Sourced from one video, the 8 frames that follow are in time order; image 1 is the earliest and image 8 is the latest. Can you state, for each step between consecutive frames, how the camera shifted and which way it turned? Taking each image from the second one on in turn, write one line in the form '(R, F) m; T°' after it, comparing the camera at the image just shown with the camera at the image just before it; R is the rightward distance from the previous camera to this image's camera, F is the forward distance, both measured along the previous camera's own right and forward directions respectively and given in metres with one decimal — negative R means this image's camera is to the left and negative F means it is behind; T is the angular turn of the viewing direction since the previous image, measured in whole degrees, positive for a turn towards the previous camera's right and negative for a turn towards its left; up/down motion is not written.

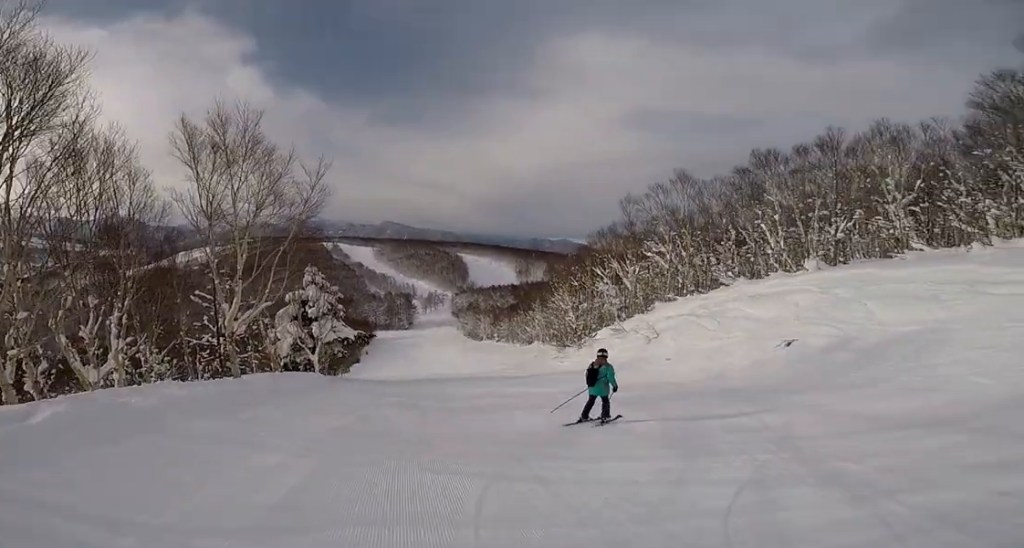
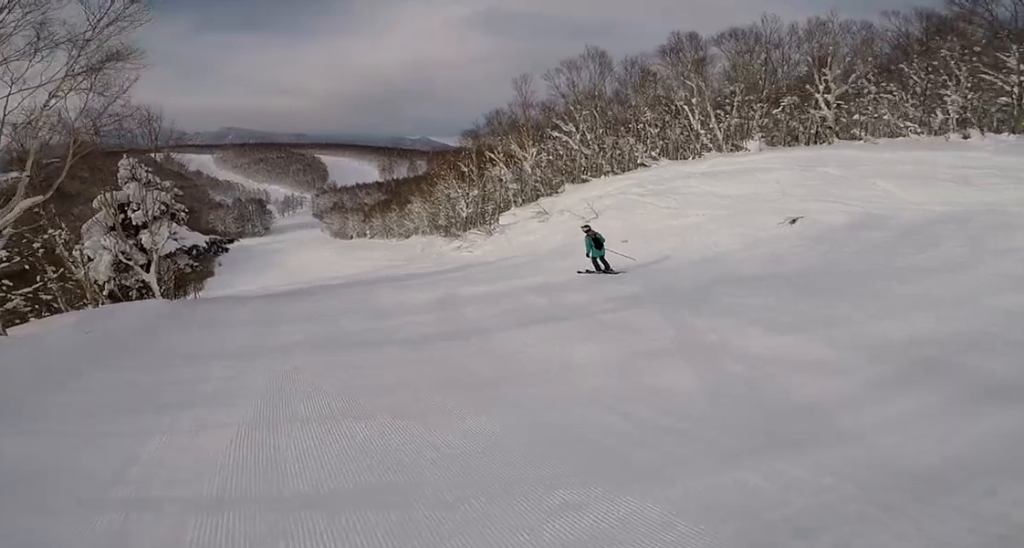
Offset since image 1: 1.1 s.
(+1.7, +4.9) m; +31°
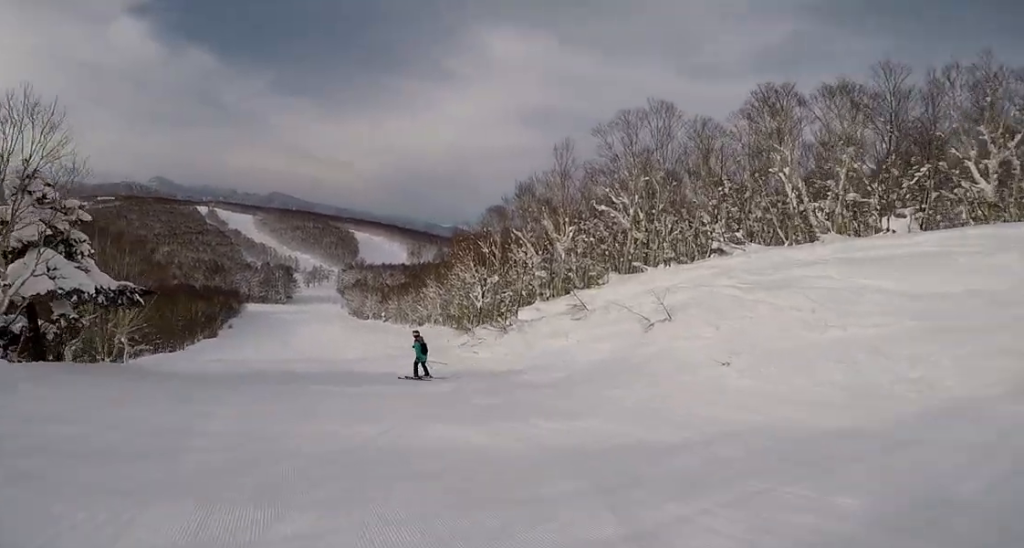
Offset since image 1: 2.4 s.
(+1.2, +6.8) m; +10°
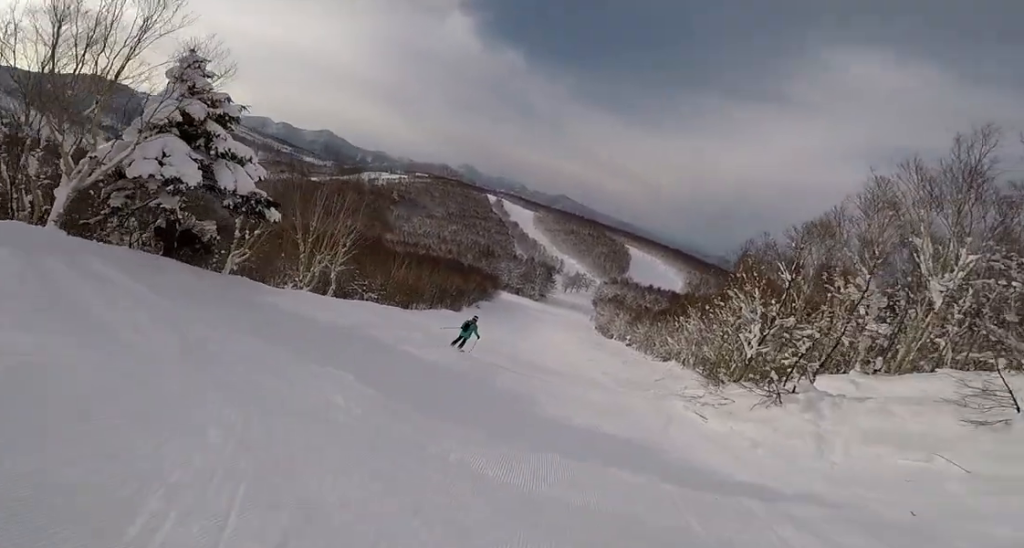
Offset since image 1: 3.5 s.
(-0.1, +7.1) m; -18°
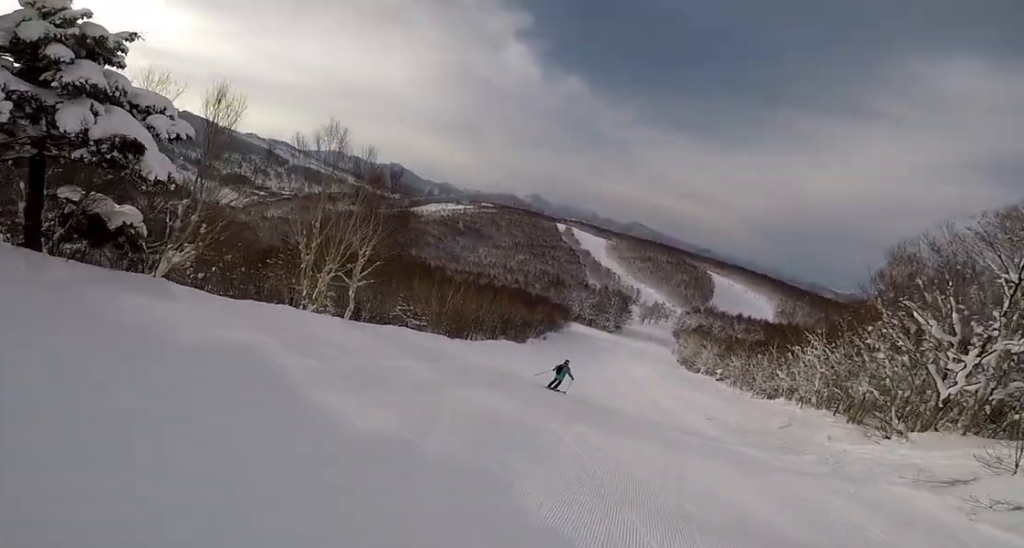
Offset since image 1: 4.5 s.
(-1.7, +5.9) m; -22°
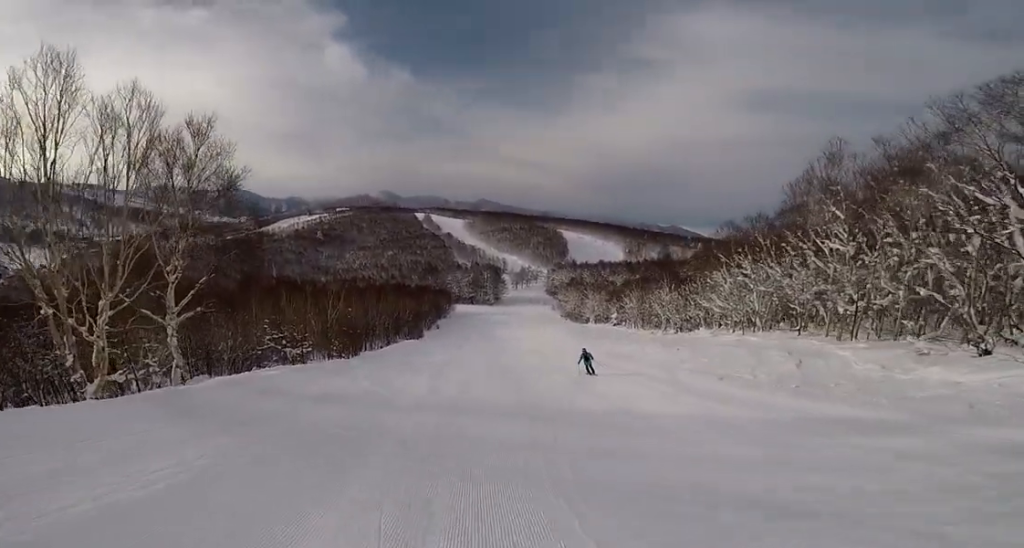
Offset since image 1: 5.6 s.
(-0.9, +8.7) m; +5°
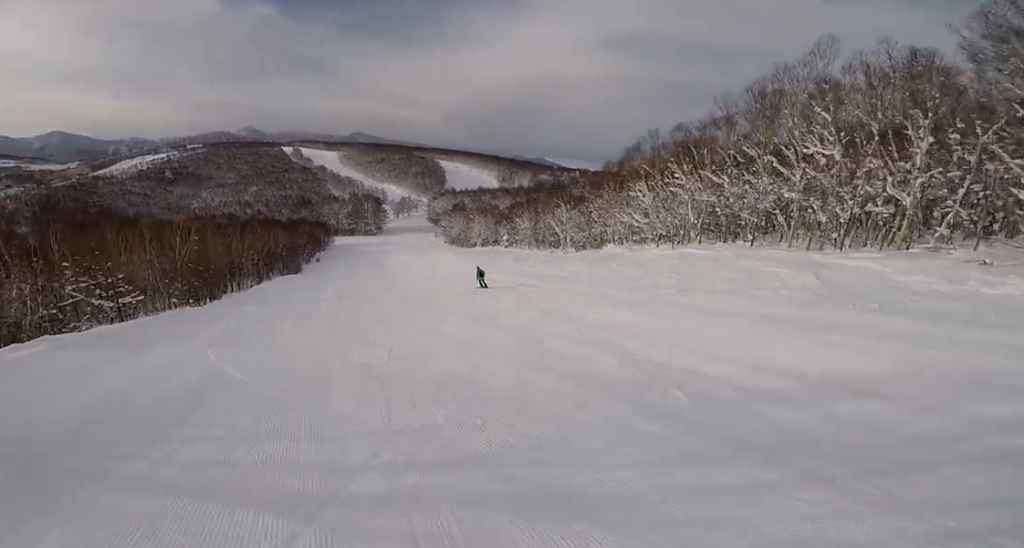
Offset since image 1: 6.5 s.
(+1.2, +7.4) m; +12°
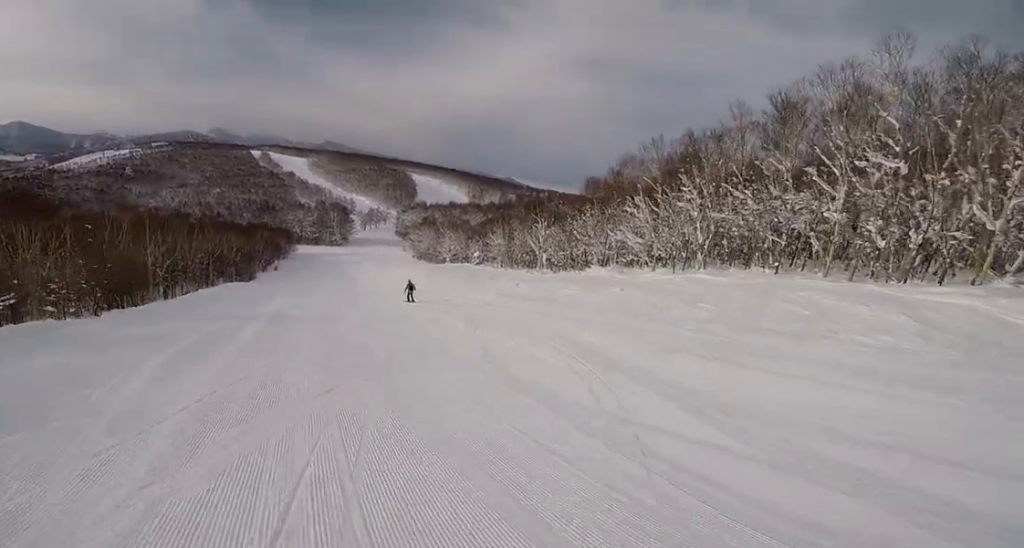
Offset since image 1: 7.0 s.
(+0.4, +5.0) m; +4°
